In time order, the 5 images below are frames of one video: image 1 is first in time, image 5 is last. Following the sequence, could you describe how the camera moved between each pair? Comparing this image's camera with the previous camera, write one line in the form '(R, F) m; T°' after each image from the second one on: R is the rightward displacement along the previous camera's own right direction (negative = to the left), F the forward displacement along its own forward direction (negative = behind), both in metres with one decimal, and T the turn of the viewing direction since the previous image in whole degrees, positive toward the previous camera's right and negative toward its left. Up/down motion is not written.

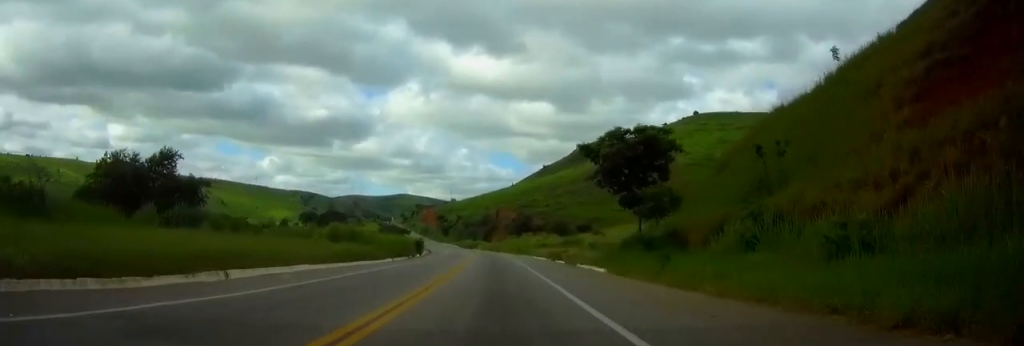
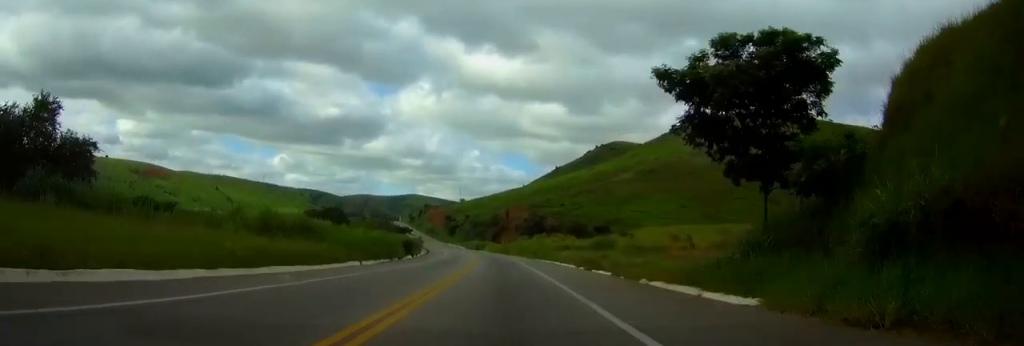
(-0.2, +18.1) m; -1°
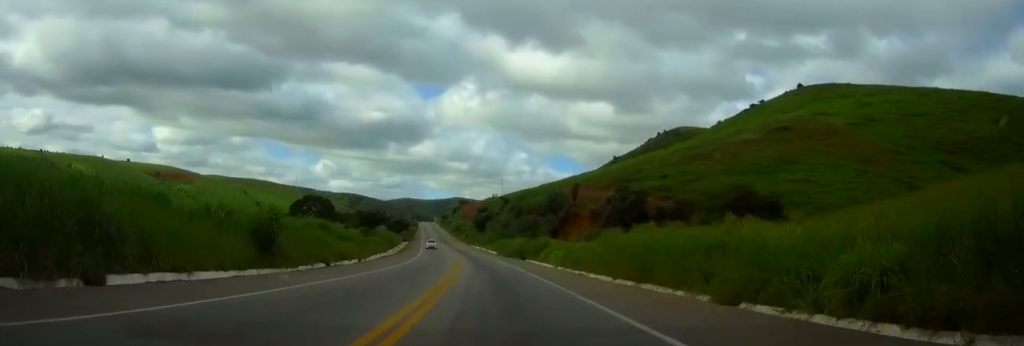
(-2.9, +95.8) m; -4°
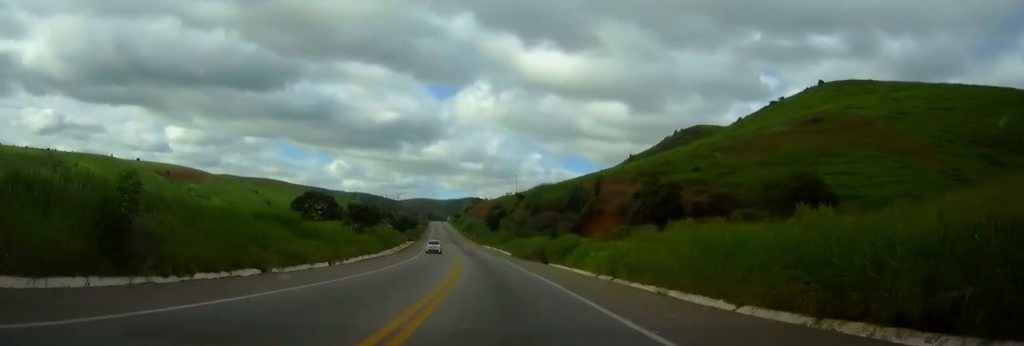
(-0.2, +13.9) m; -1°
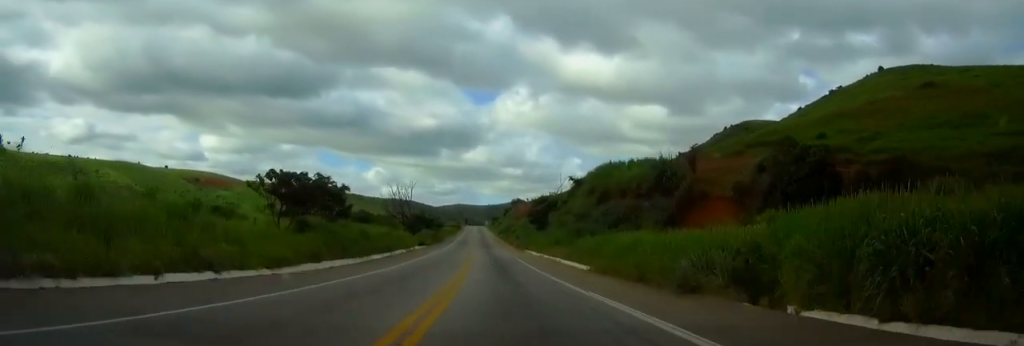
(-1.0, +39.8) m; -3°
